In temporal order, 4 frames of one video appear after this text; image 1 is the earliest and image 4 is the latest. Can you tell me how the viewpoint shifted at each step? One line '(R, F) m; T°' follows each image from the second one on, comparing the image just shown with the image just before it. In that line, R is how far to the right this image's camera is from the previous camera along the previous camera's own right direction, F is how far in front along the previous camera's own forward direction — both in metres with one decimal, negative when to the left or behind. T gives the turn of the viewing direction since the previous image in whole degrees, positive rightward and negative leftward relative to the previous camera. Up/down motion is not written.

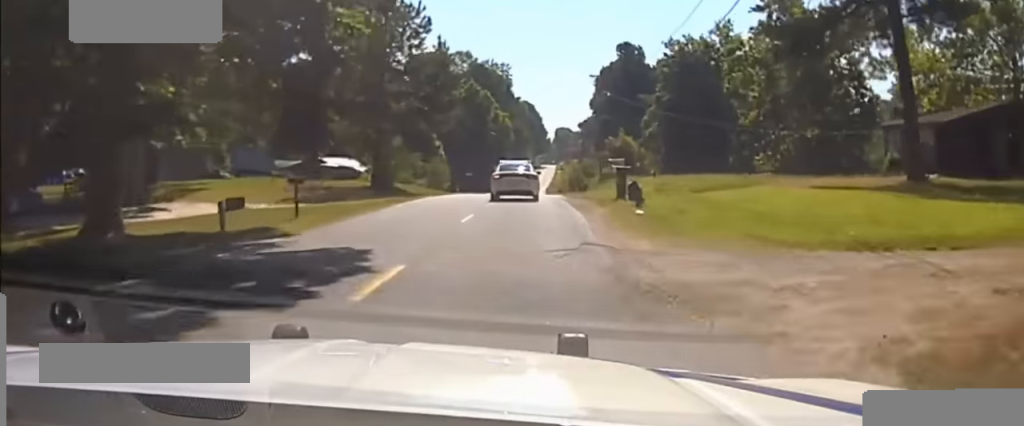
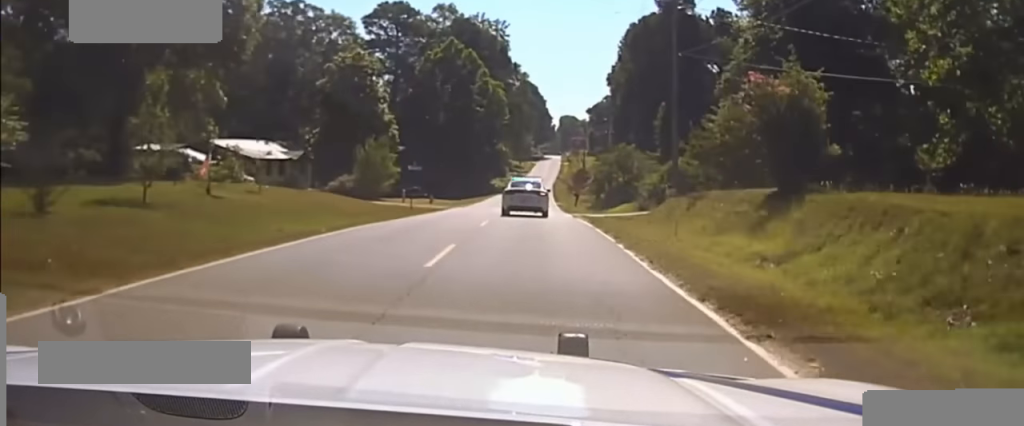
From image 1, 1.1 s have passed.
(+0.4, +42.7) m; 0°
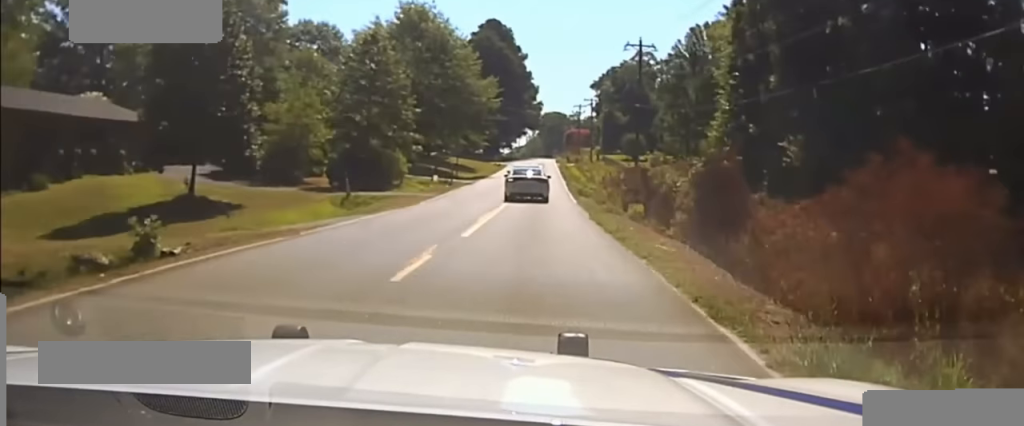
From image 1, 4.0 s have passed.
(-0.3, +122.8) m; +1°
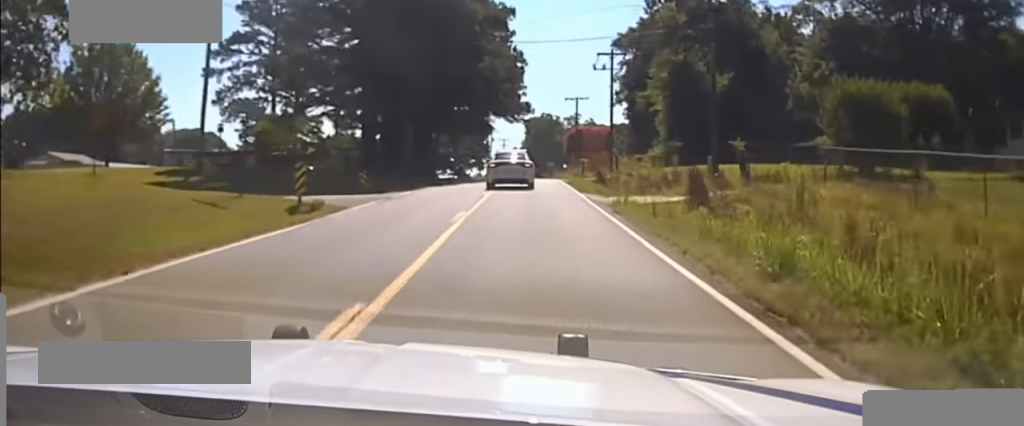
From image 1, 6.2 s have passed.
(+1.7, +89.9) m; +1°
